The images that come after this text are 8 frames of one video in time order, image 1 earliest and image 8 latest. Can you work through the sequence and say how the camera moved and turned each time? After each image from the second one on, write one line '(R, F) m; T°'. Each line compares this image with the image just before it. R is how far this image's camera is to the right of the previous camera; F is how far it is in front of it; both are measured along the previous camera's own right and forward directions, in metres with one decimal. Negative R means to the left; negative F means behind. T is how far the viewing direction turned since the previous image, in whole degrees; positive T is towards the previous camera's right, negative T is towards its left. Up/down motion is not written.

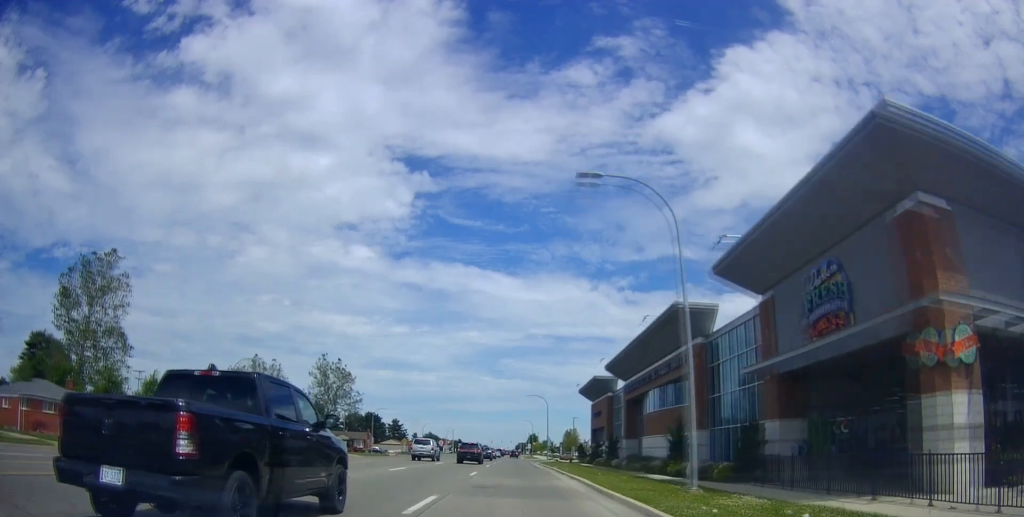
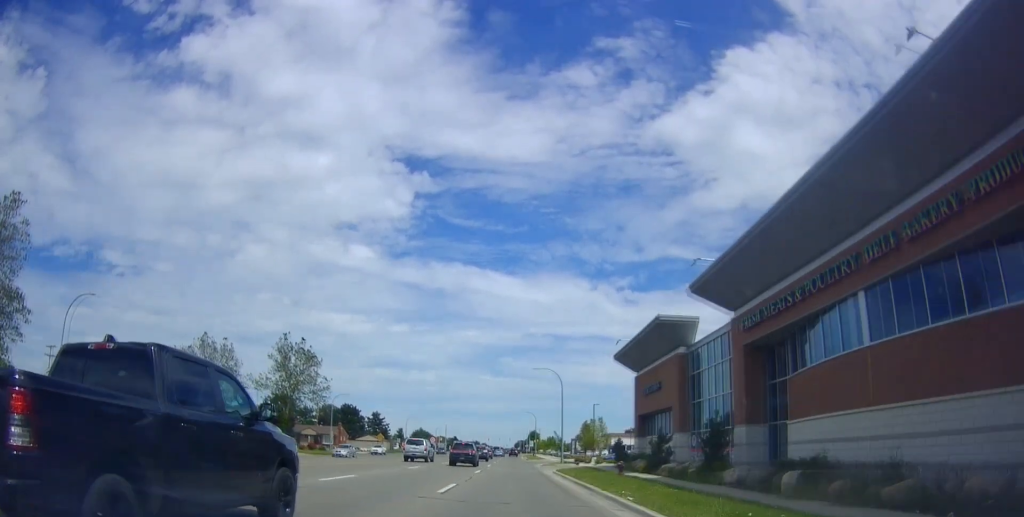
(0.0, +25.0) m; 0°
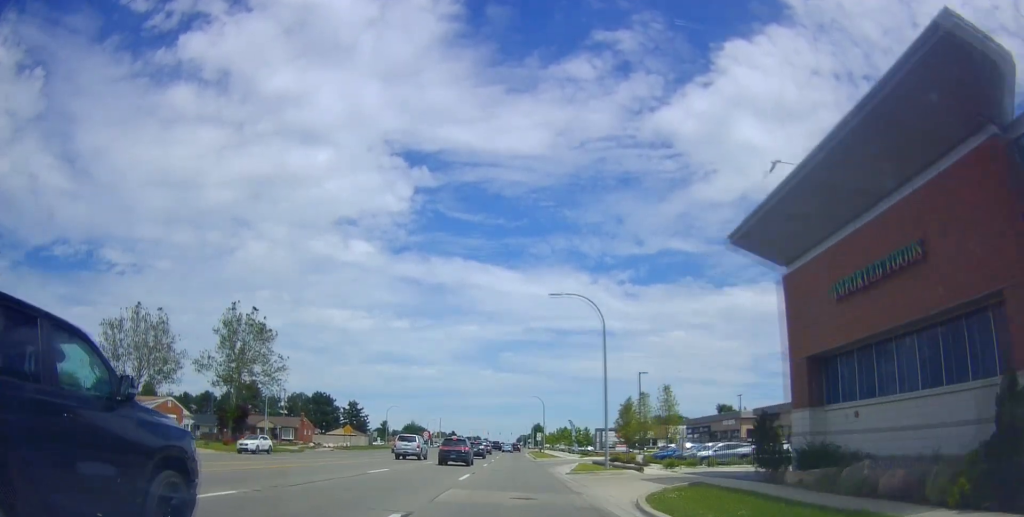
(+0.3, +25.0) m; 0°
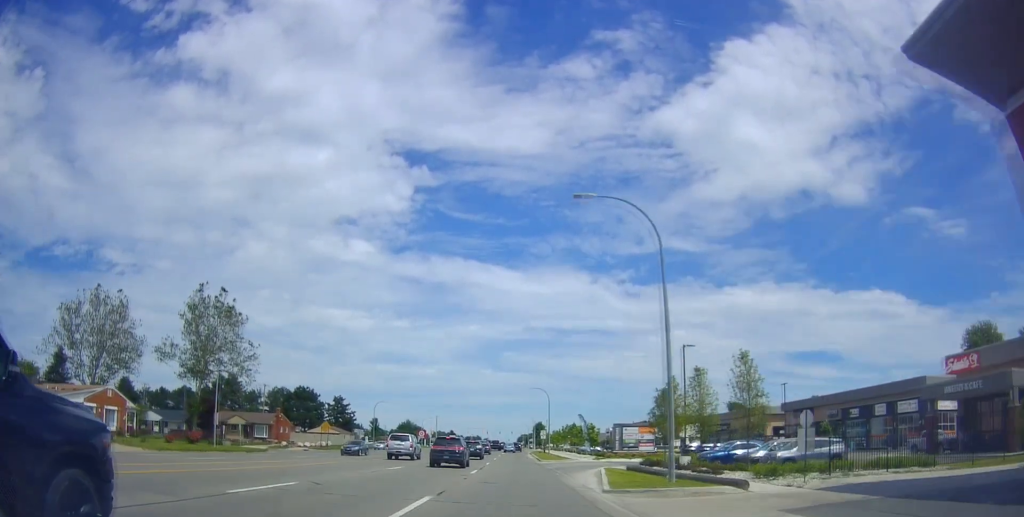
(-0.4, +11.9) m; 0°
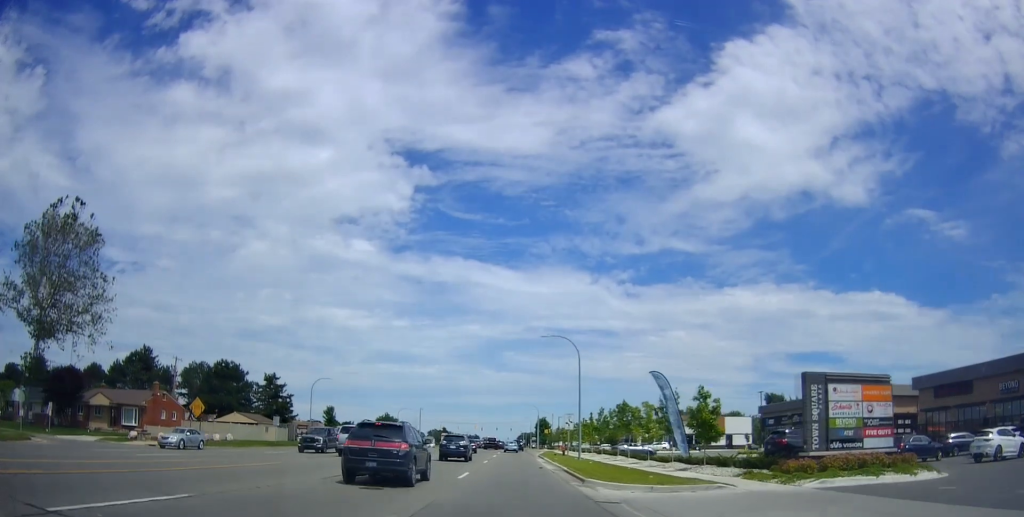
(+0.8, +36.3) m; +2°
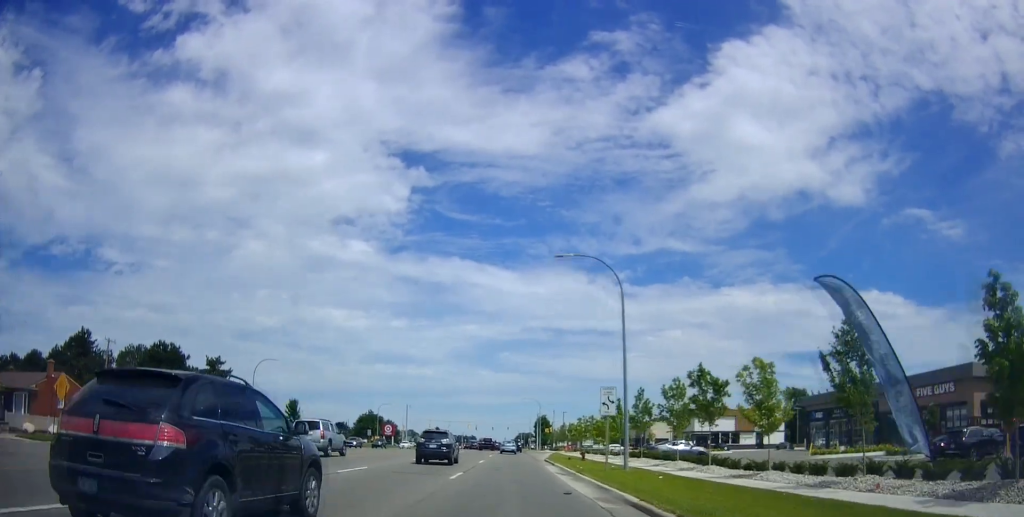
(0.0, +18.1) m; -2°
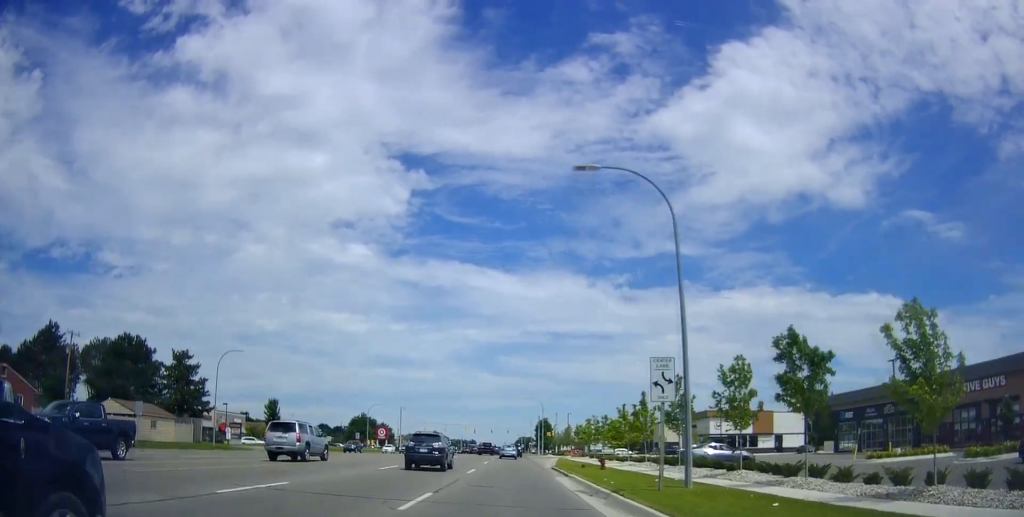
(-0.2, +8.6) m; 0°
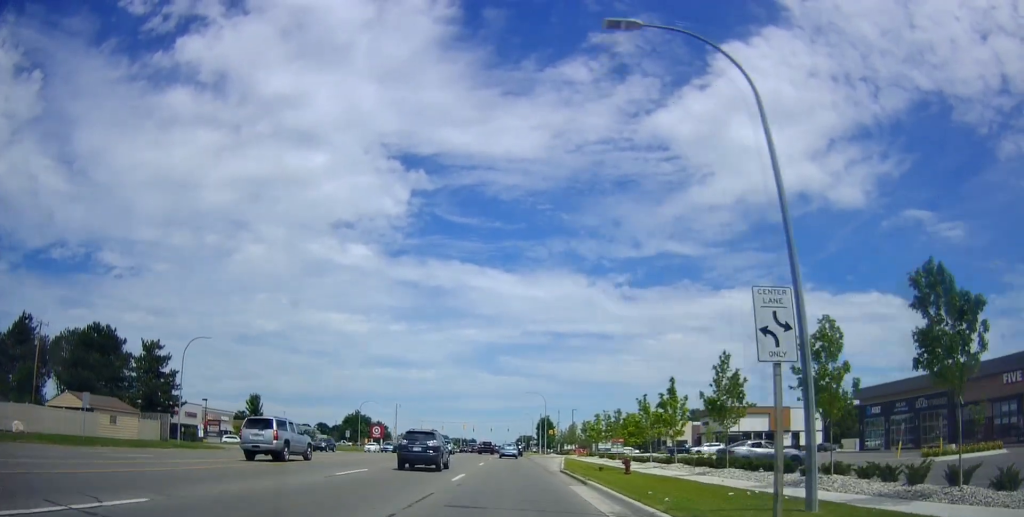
(-0.2, +6.9) m; 0°
